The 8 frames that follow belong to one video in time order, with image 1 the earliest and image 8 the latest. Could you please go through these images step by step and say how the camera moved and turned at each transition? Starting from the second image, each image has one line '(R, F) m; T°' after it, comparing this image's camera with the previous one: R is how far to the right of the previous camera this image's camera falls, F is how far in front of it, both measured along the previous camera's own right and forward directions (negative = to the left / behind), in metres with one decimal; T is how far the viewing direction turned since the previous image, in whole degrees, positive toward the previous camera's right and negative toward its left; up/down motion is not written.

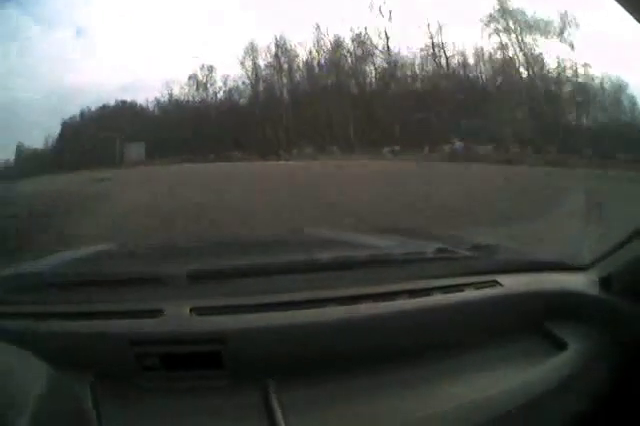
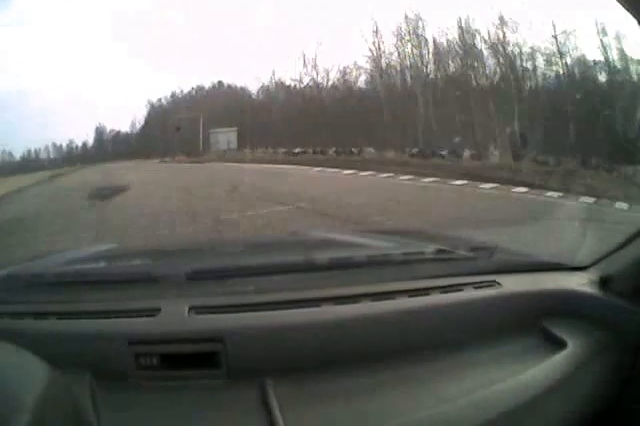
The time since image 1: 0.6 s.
(-1.9, +10.0) m; -13°
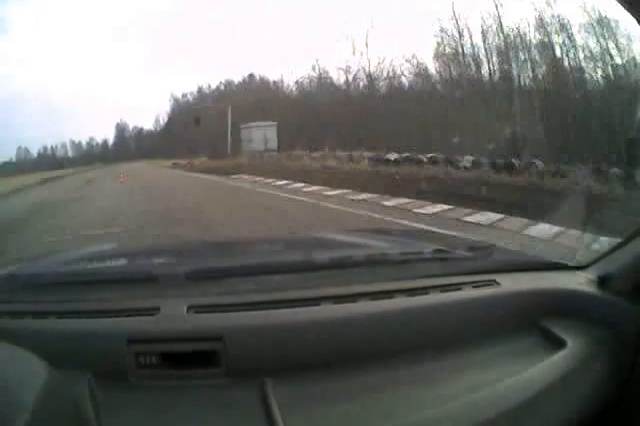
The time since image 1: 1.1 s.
(-0.5, +10.4) m; -12°
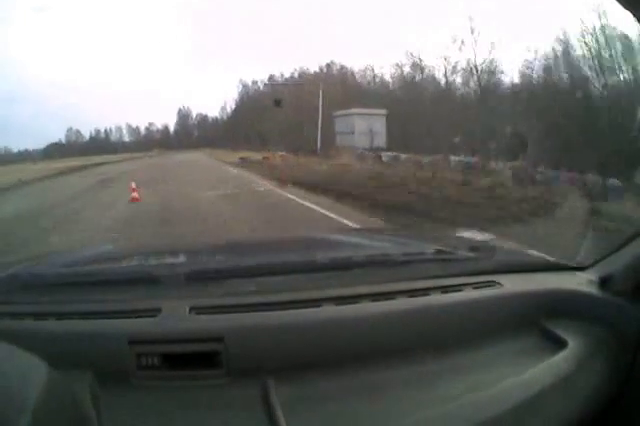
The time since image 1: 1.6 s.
(-1.4, +8.6) m; -8°
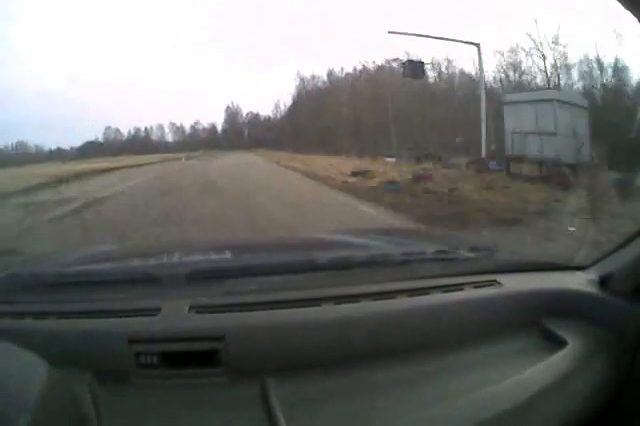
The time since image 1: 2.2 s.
(-1.0, +12.6) m; -9°
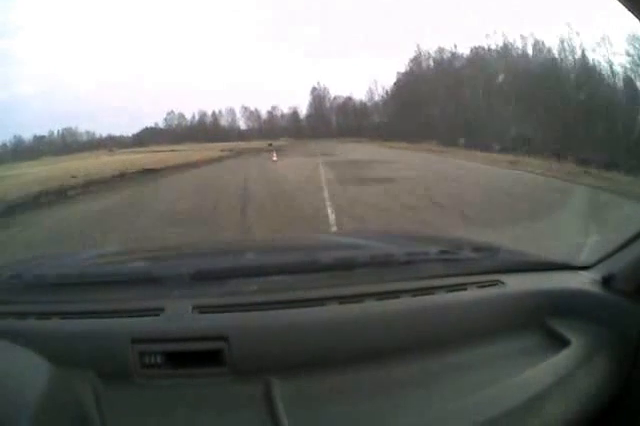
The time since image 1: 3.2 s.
(-2.0, +22.9) m; -1°
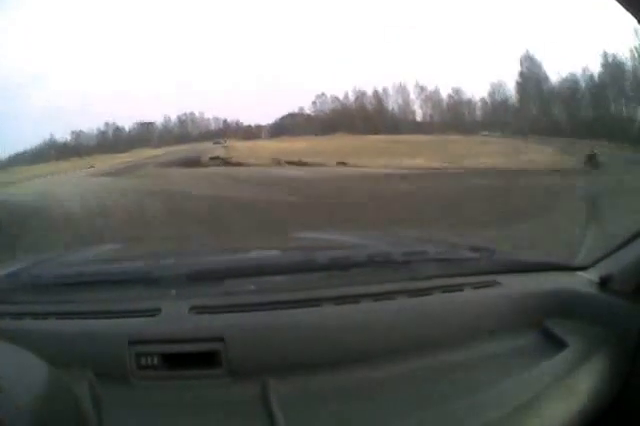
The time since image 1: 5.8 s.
(-2.0, +51.0) m; -23°
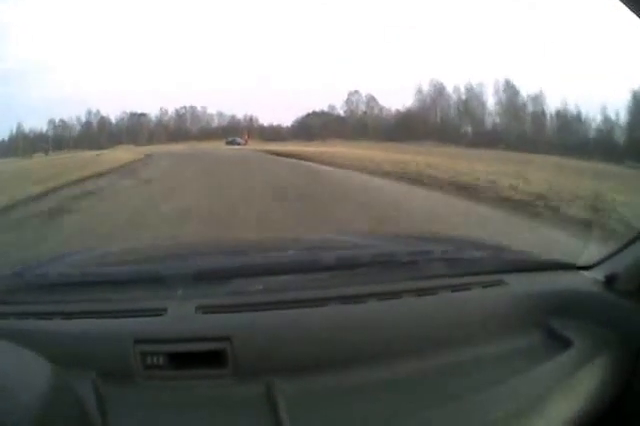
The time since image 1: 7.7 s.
(-6.0, +35.5) m; -6°
